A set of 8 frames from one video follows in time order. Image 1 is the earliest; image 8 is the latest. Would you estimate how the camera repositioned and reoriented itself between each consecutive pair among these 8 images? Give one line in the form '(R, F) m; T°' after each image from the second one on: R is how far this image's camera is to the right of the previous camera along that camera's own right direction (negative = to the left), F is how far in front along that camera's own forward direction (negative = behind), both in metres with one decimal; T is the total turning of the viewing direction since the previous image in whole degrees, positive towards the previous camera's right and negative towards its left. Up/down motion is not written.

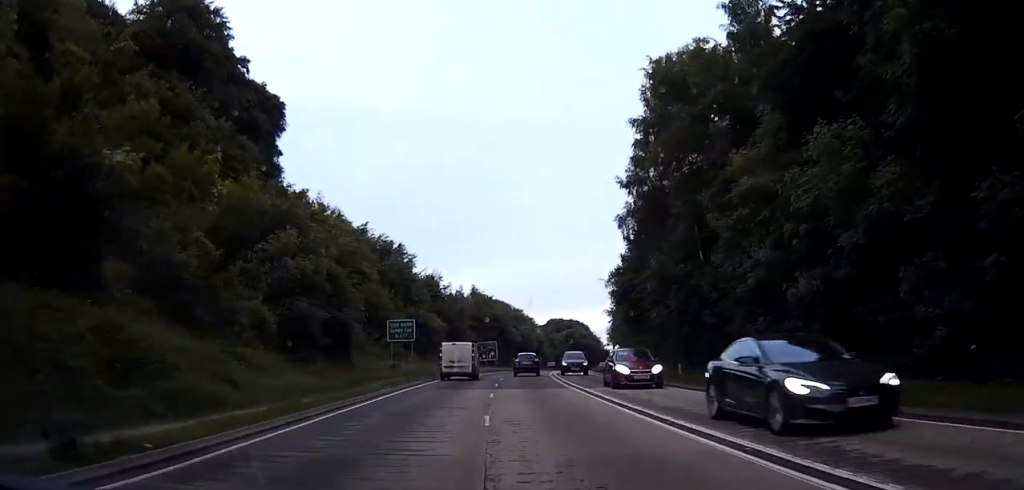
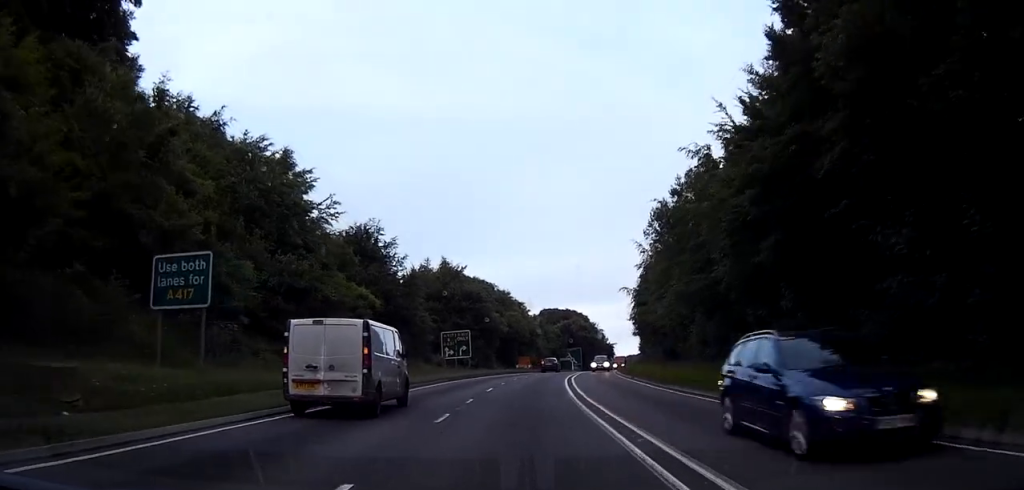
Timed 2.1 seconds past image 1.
(+1.5, +35.9) m; +3°
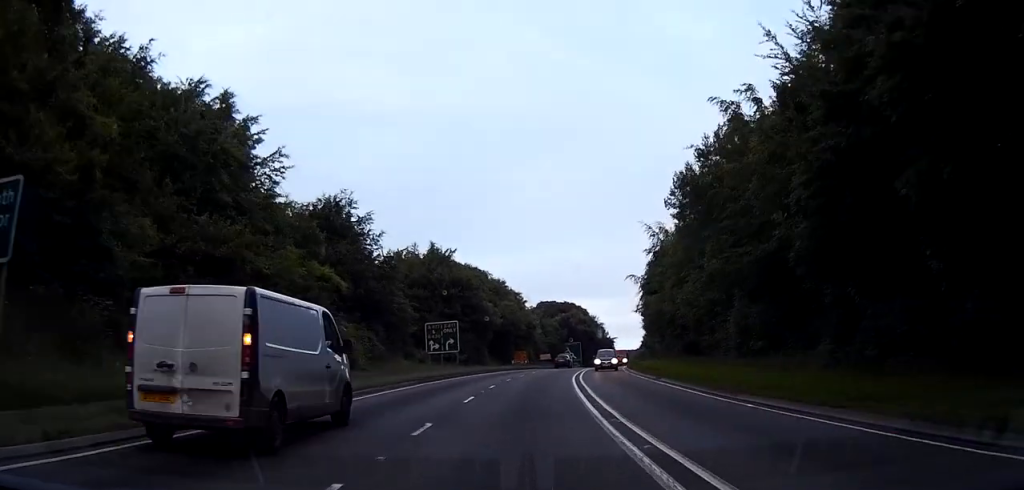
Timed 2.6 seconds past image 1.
(+0.1, +9.4) m; 0°
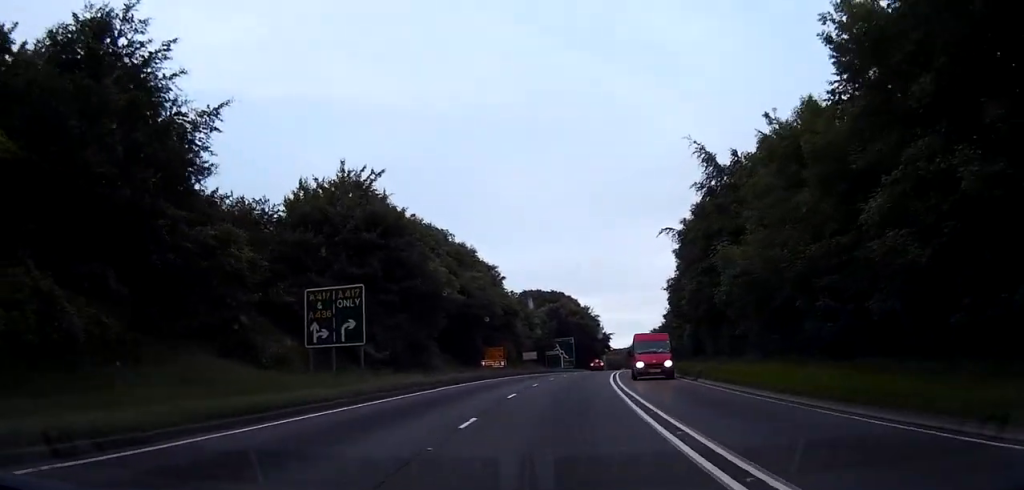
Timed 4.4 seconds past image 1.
(-0.6, +32.1) m; -2°
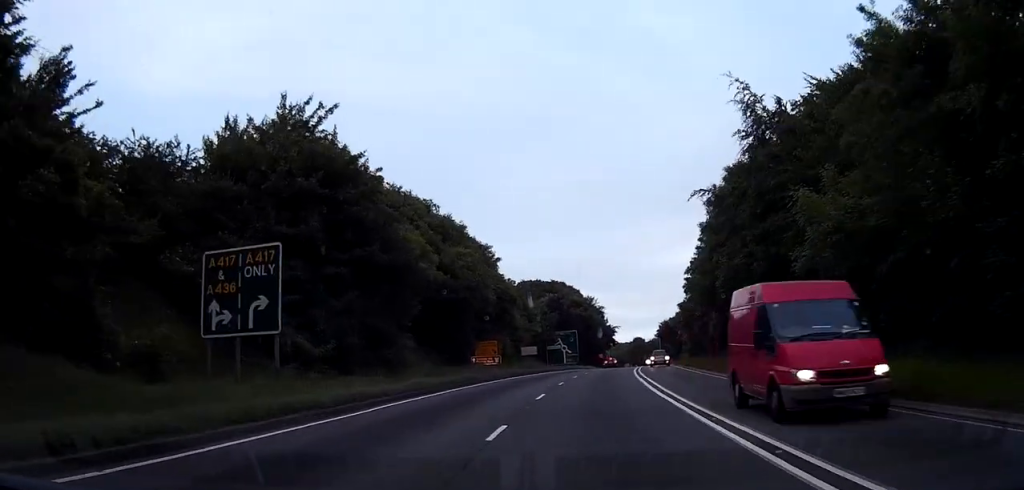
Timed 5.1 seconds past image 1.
(-0.1, +11.5) m; 0°
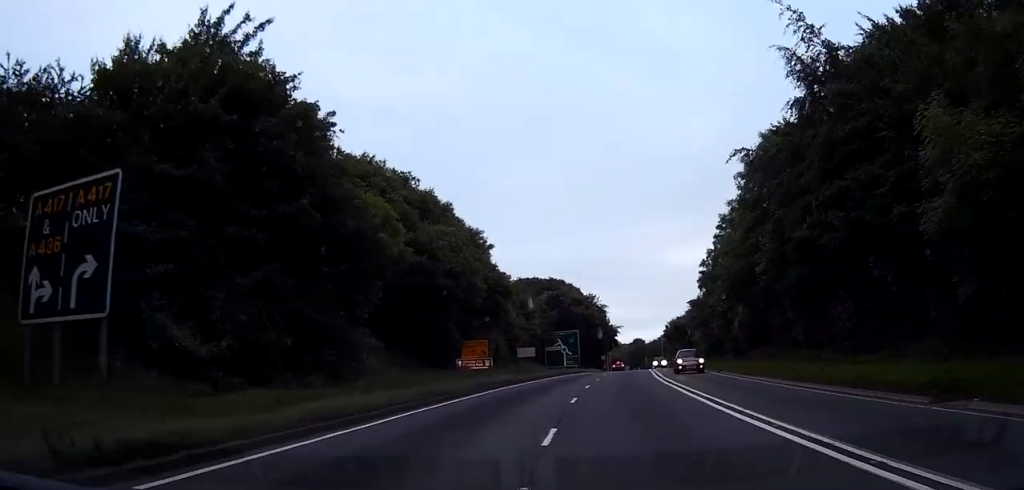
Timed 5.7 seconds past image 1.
(-0.1, +9.7) m; 0°
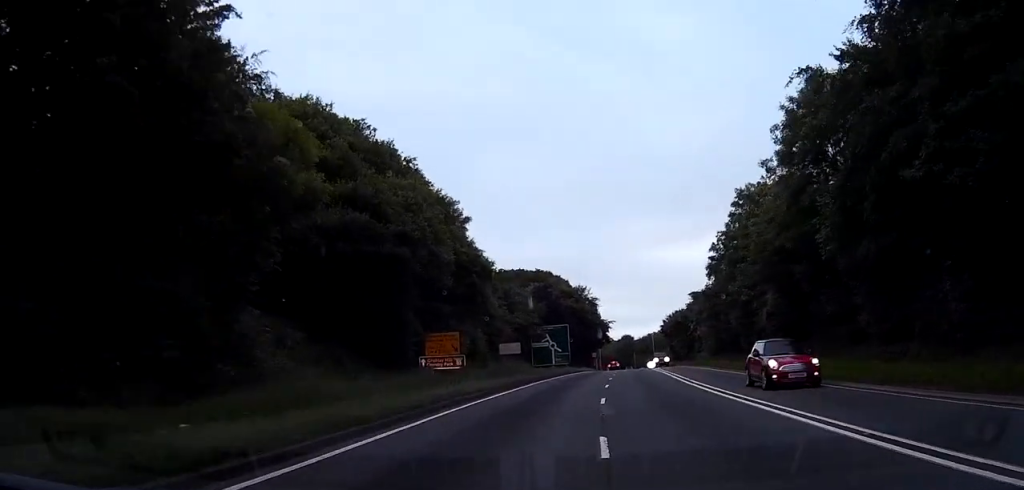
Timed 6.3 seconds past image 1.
(+0.1, +10.6) m; +1°
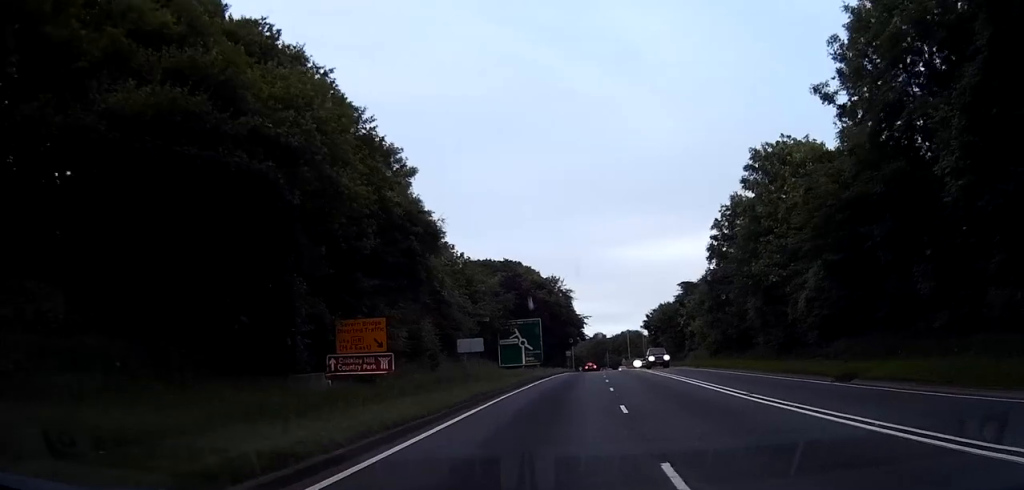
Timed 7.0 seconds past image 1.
(+0.2, +12.2) m; +2°
